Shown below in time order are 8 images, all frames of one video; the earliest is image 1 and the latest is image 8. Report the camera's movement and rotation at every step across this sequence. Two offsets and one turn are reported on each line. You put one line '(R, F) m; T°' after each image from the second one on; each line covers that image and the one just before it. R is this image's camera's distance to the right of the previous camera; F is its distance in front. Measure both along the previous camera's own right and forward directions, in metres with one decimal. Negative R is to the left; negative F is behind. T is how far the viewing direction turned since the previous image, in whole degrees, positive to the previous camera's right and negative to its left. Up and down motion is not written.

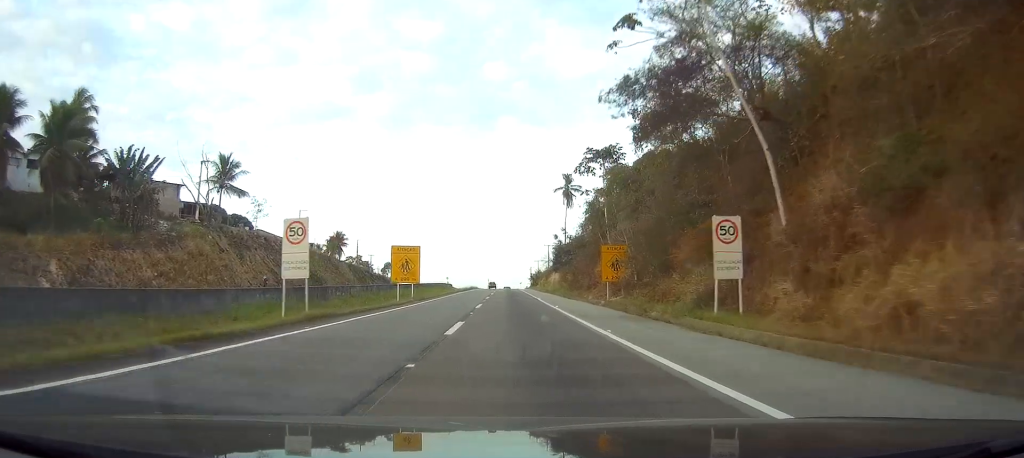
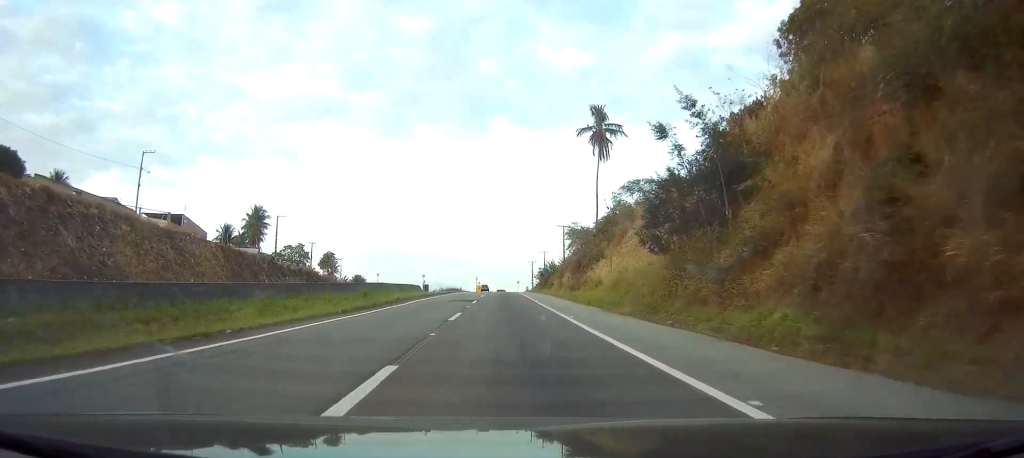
(+0.1, +60.2) m; 0°
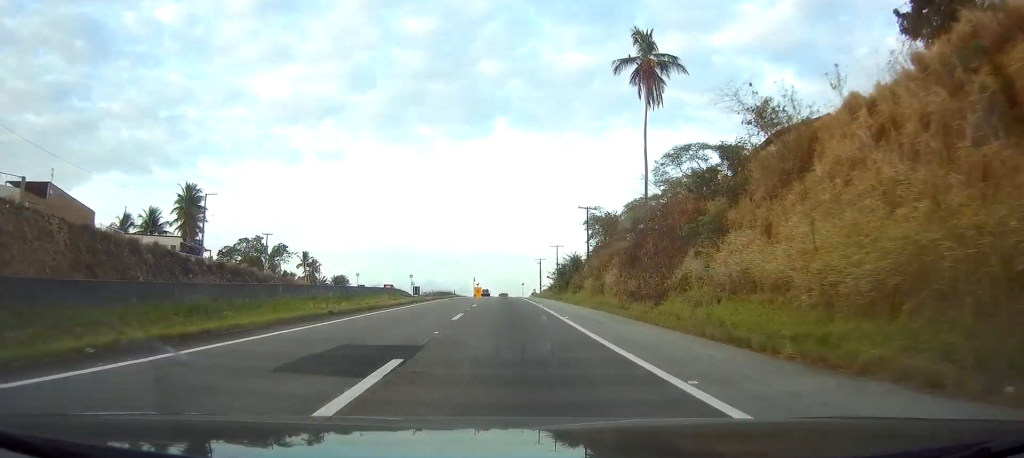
(-0.1, +31.1) m; 0°
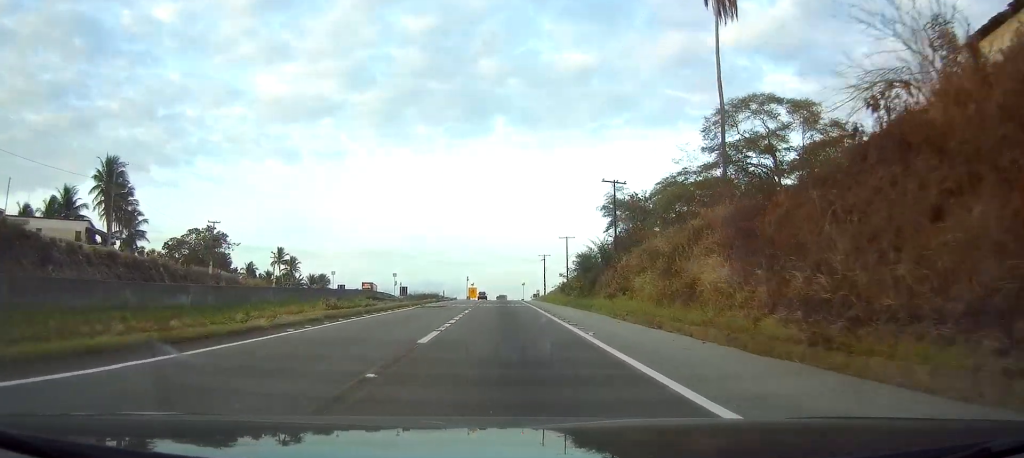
(0.0, +22.8) m; 0°
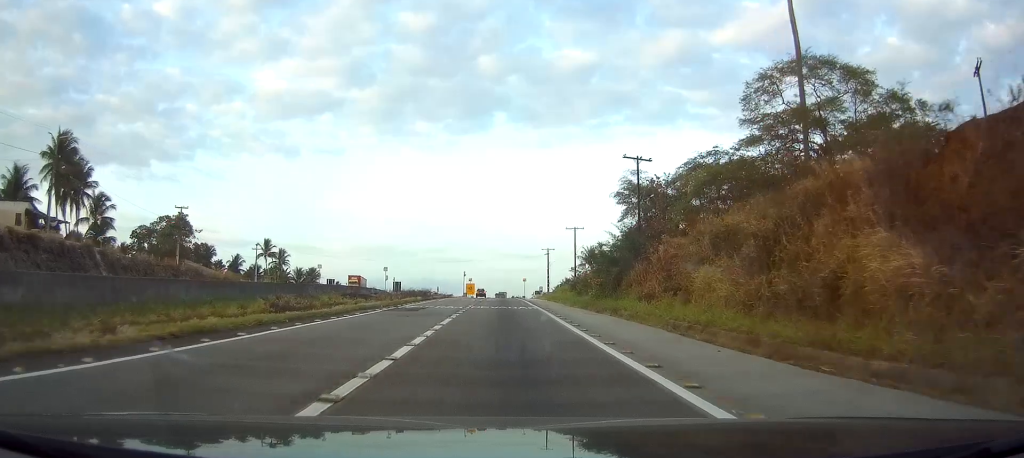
(0.0, +11.0) m; 0°
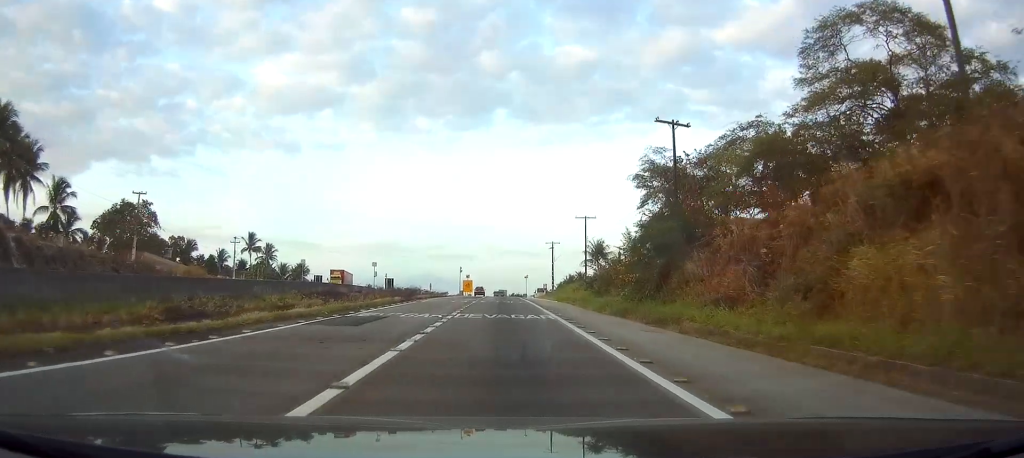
(0.0, +11.7) m; 0°
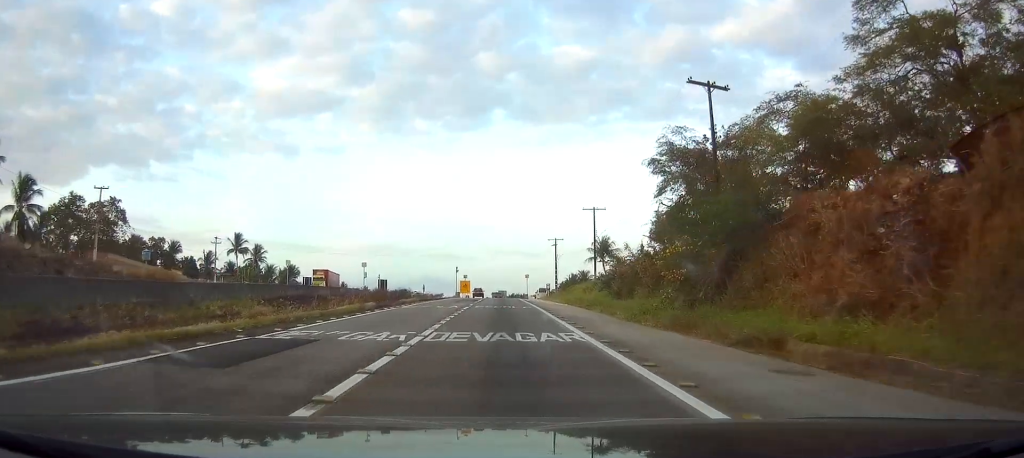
(+0.1, +8.5) m; 0°
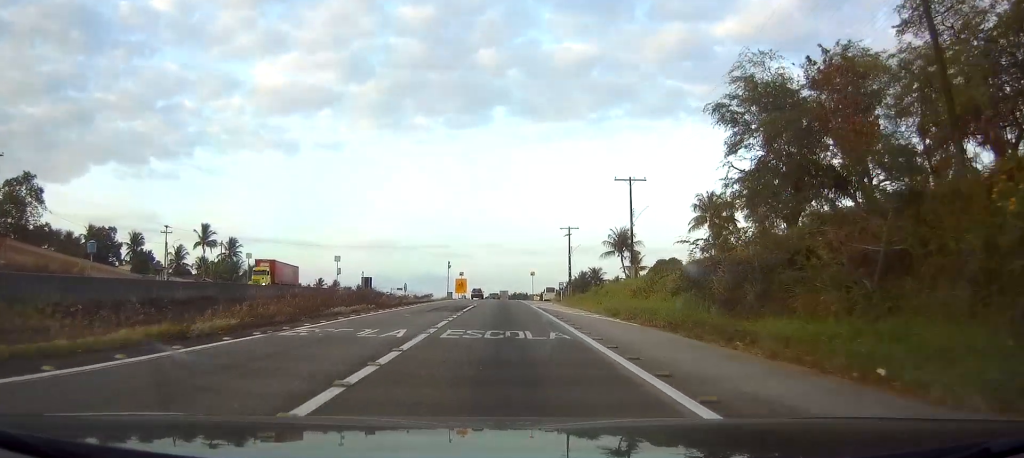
(0.0, +19.9) m; 0°
